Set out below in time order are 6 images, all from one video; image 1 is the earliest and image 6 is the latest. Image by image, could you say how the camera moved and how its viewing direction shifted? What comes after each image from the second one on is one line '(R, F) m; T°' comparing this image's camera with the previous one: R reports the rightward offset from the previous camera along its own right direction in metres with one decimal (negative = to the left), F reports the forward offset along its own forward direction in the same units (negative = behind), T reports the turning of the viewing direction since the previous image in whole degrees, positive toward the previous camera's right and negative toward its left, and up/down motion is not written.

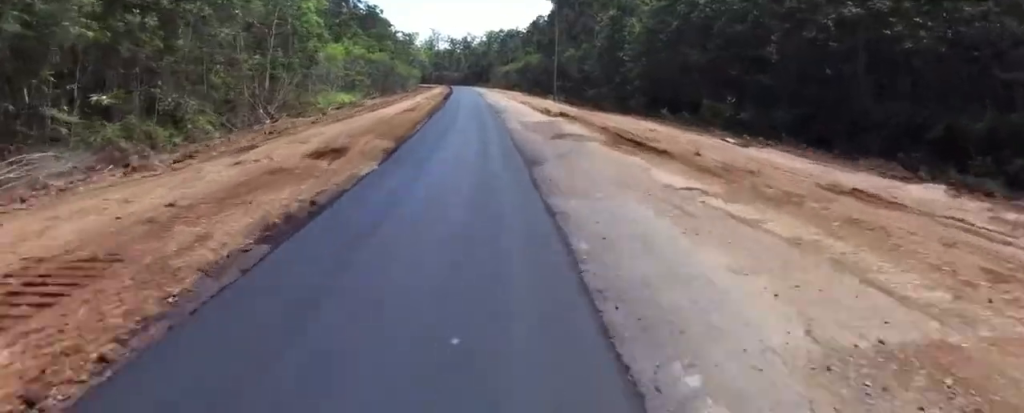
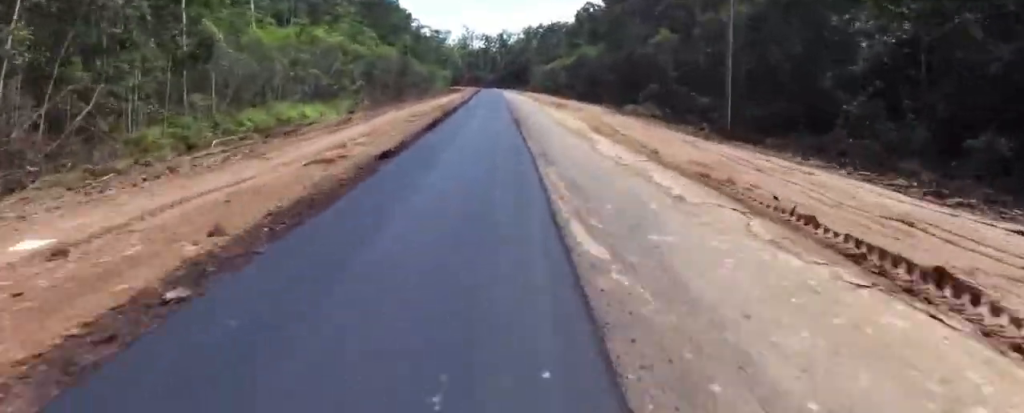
(-1.1, +32.8) m; -1°
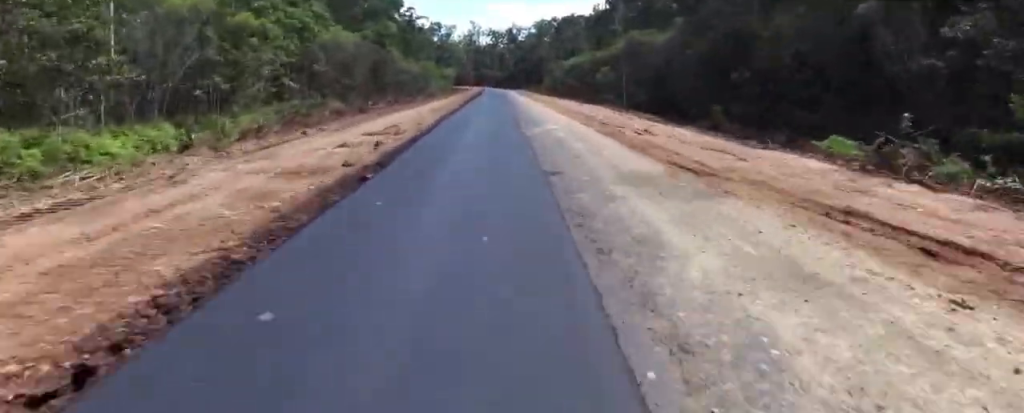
(0.0, +30.7) m; +2°
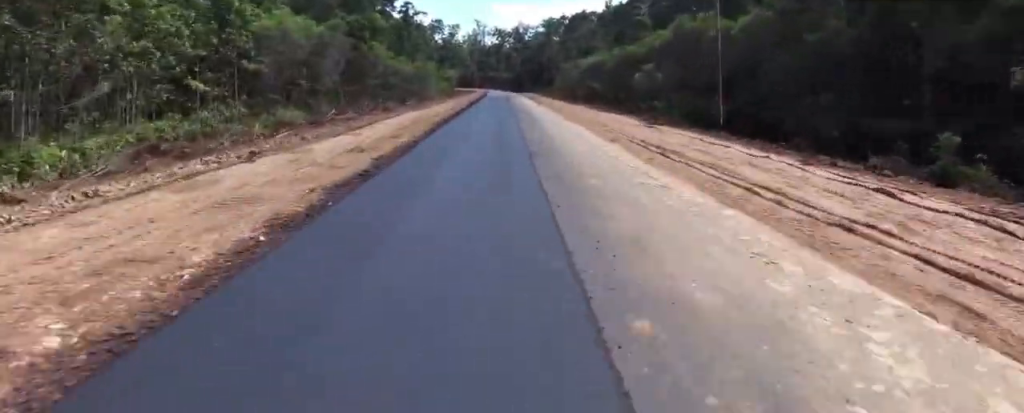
(+0.3, +17.5) m; +1°
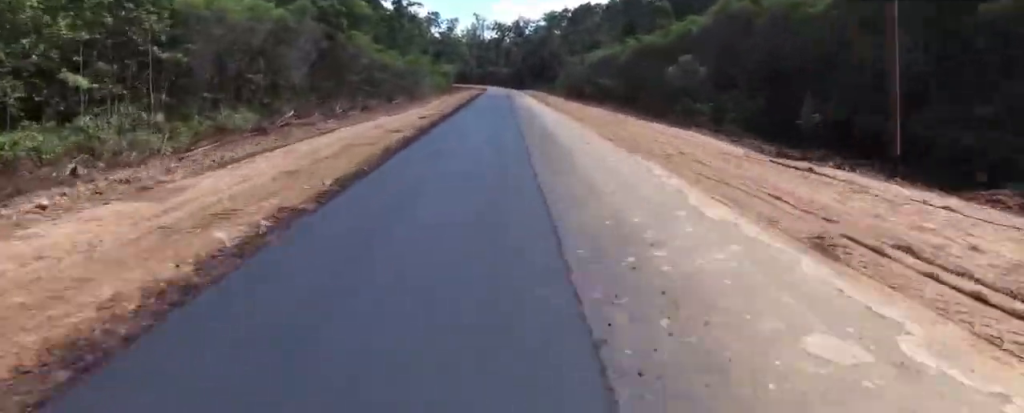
(+0.5, +9.9) m; -1°
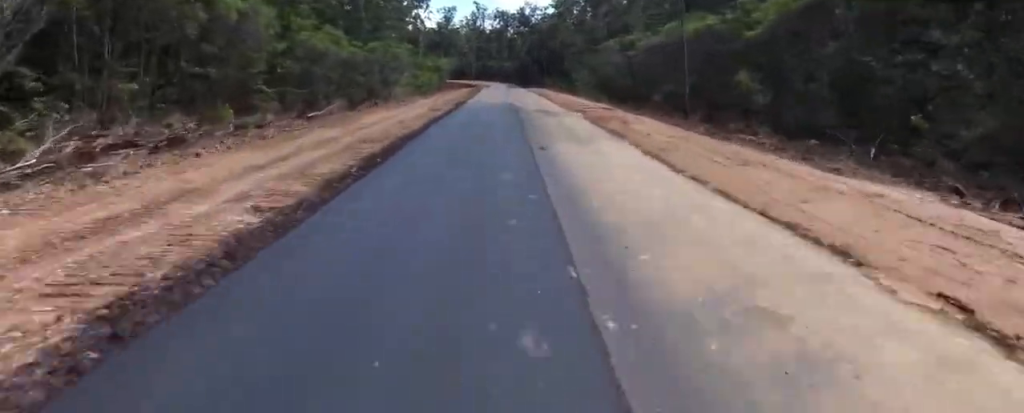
(-2.1, +33.9) m; -4°
